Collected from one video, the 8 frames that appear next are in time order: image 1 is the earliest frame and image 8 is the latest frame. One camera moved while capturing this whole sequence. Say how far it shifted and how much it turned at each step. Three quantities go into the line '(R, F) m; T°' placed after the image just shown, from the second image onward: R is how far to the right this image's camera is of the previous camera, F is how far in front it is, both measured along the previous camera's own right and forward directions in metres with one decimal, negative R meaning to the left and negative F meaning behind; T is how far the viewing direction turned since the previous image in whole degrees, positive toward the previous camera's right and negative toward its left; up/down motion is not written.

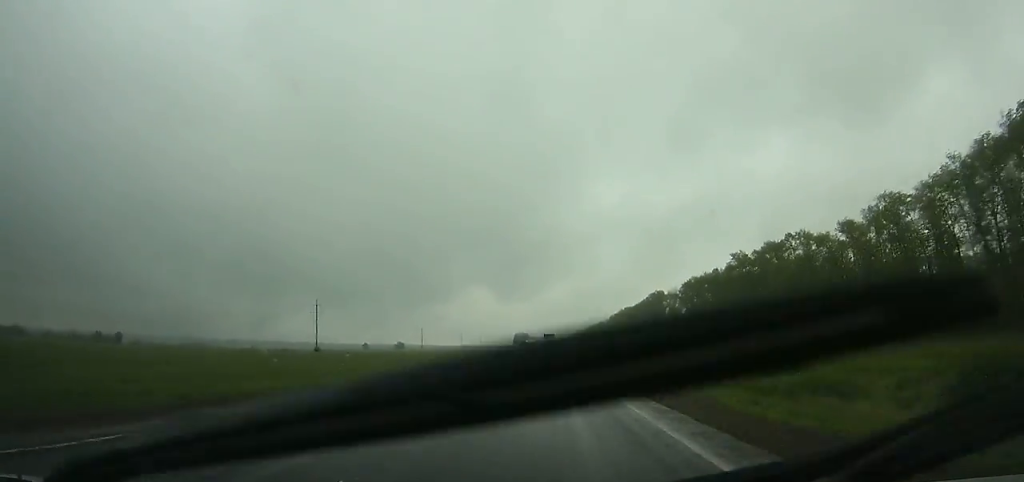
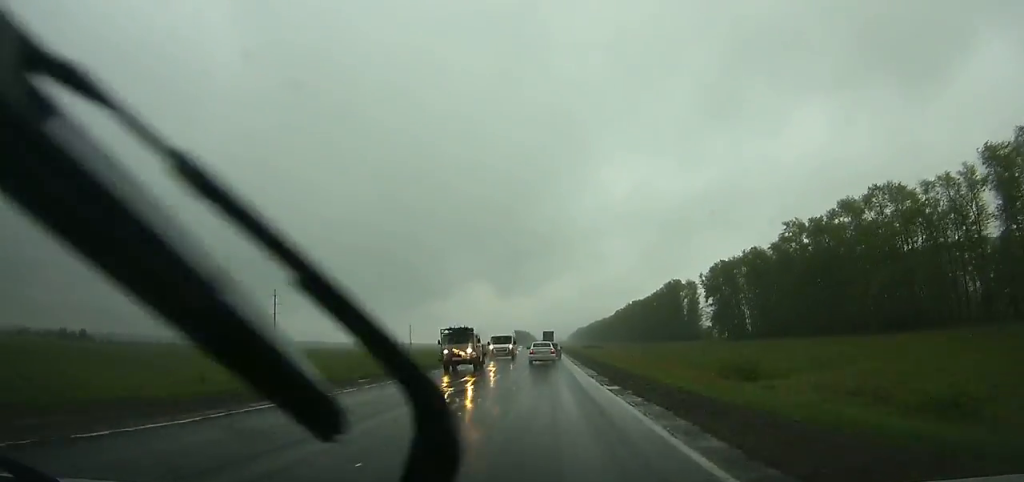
(0.0, +37.9) m; 0°
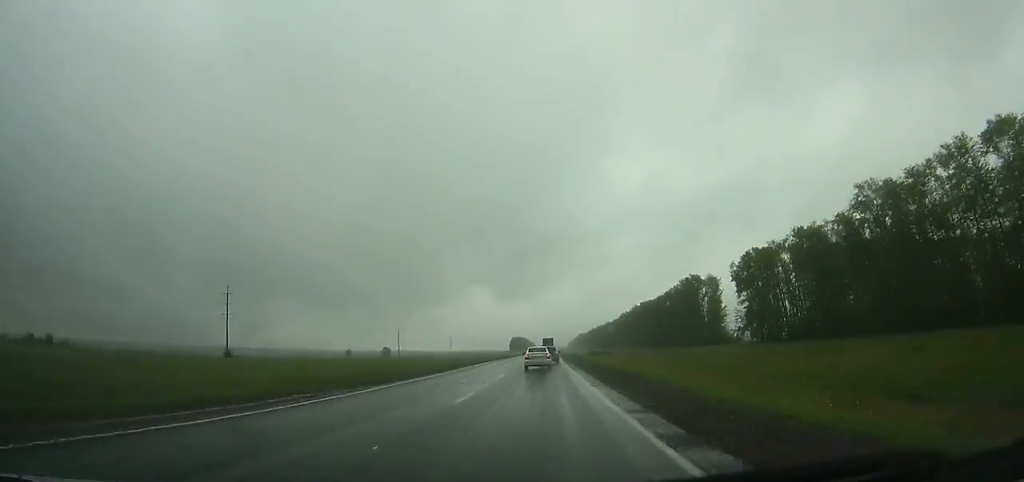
(+0.1, +31.5) m; 0°
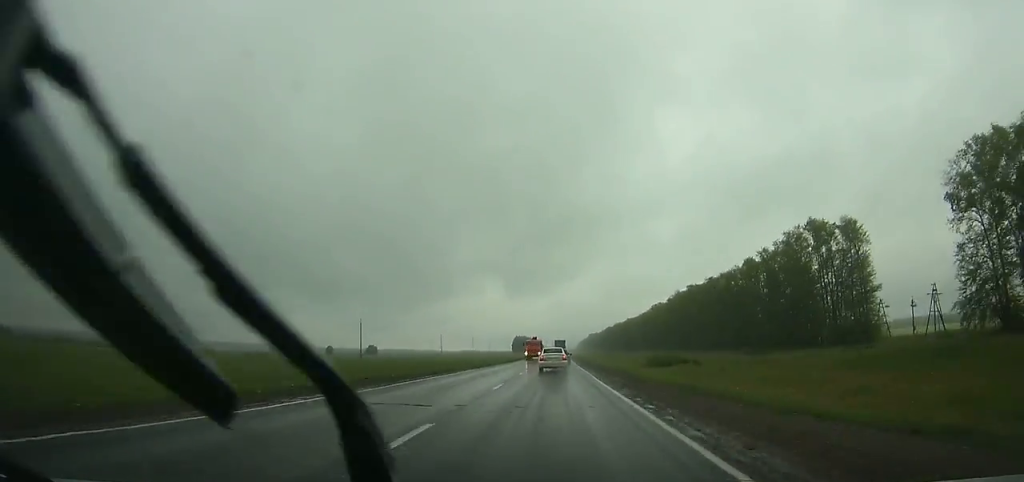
(-0.2, +92.2) m; 0°
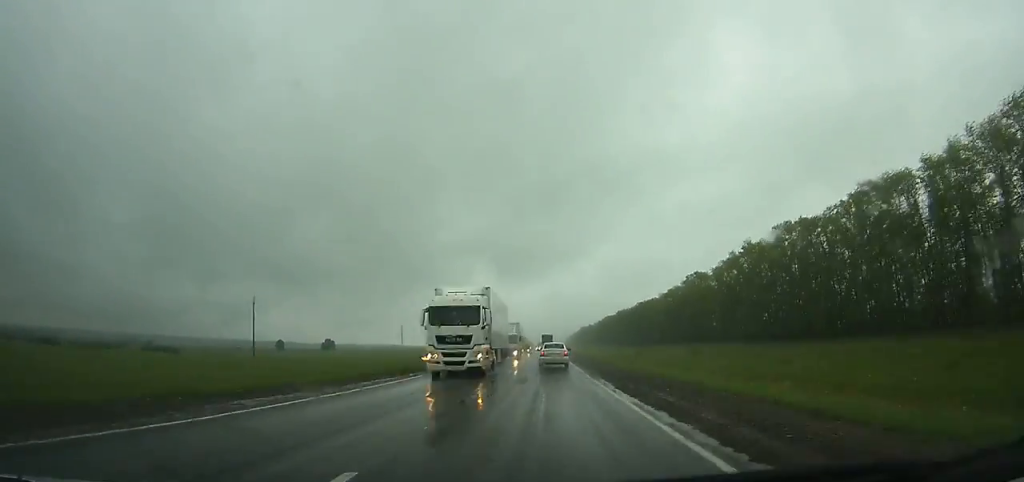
(+0.6, +97.8) m; 0°
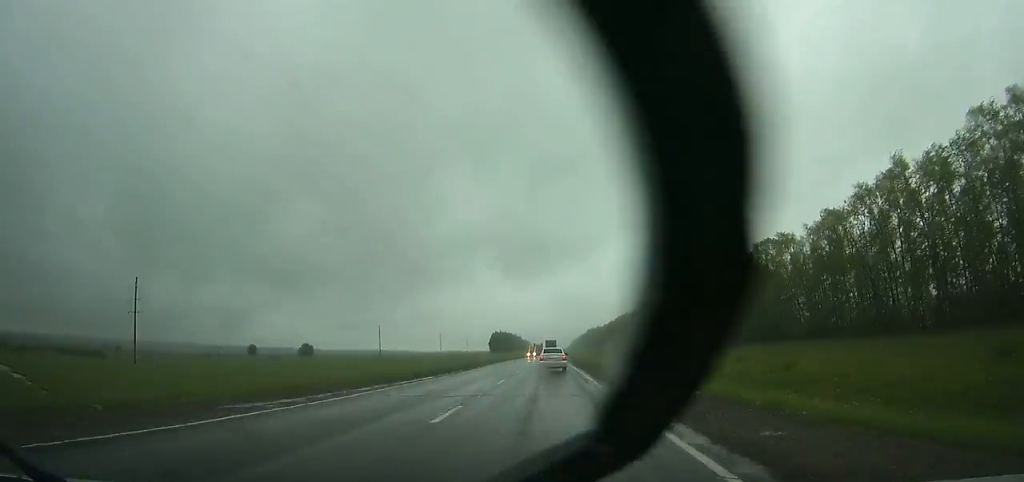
(-0.2, +66.0) m; 0°
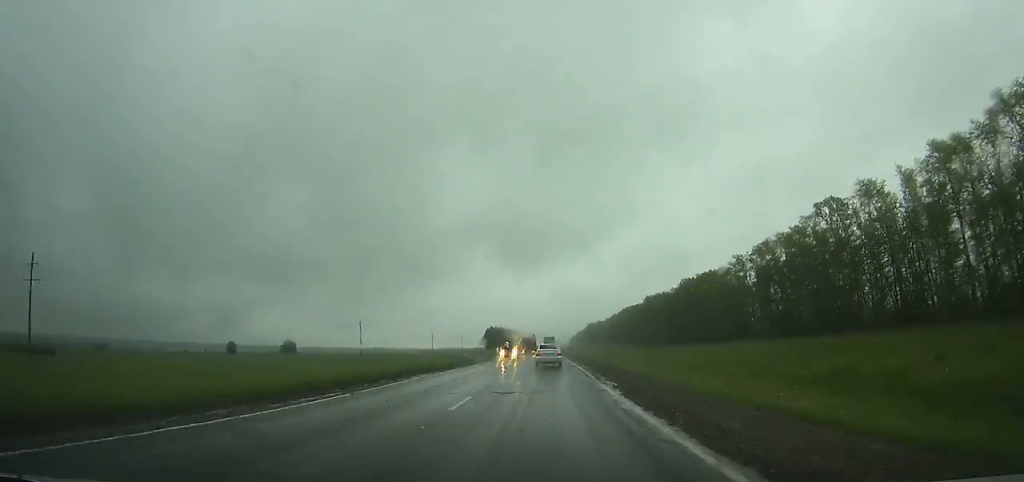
(-0.1, +34.7) m; 0°
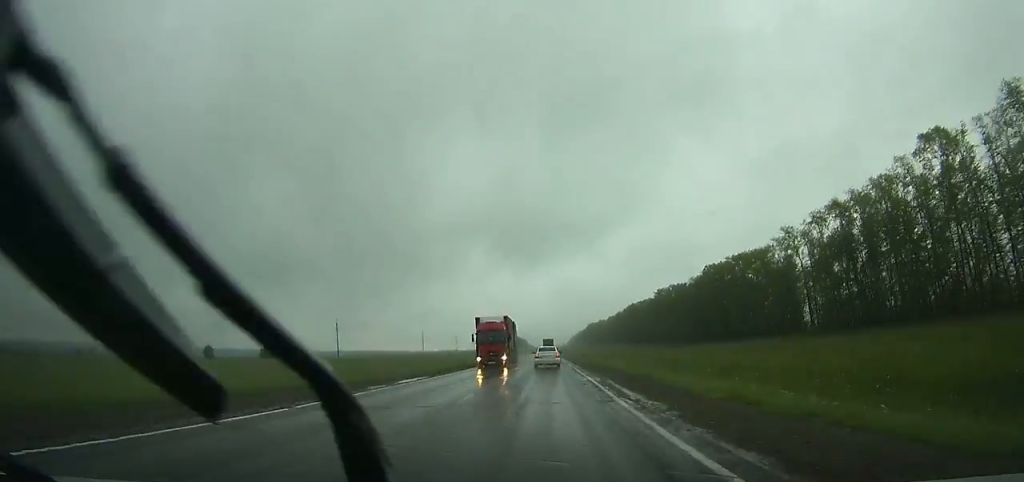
(0.0, +34.8) m; 0°
